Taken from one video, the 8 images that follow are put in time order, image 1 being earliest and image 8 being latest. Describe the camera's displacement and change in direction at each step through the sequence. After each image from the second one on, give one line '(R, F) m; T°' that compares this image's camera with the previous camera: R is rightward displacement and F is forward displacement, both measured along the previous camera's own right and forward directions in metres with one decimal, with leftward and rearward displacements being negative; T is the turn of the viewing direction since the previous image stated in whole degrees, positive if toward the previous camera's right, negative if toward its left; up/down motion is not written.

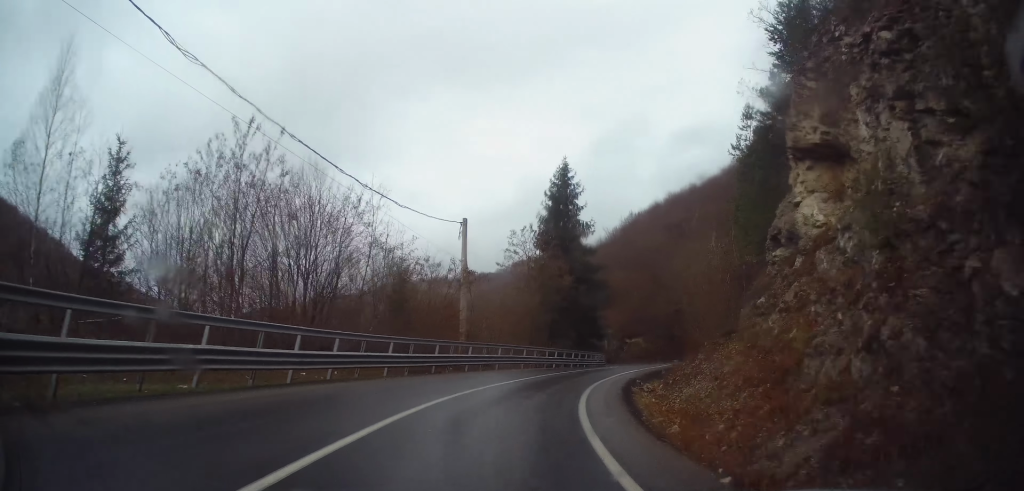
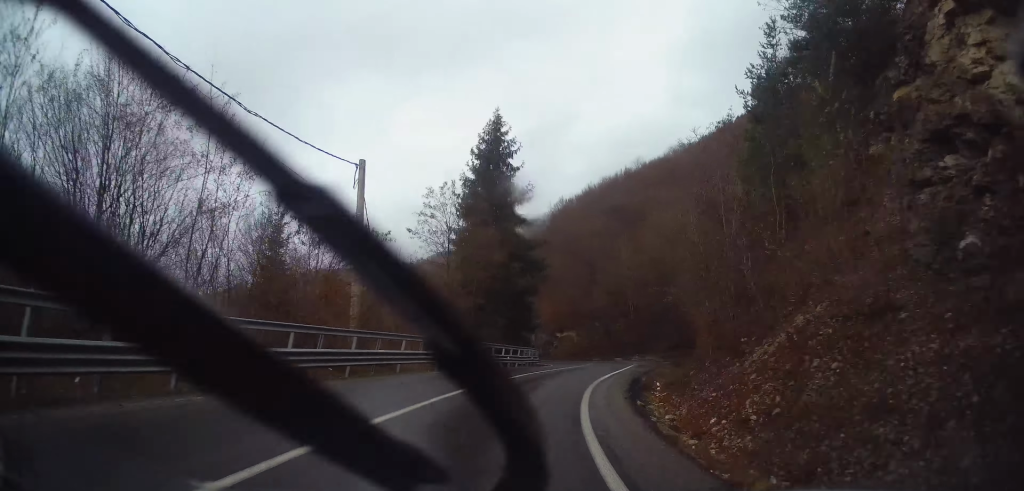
(+0.3, +9.9) m; +7°
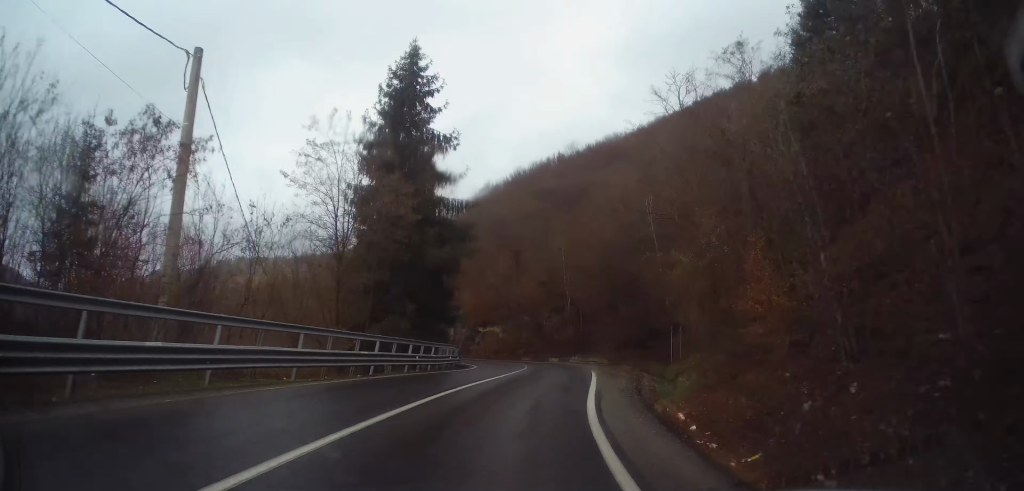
(+1.0, +9.7) m; +7°
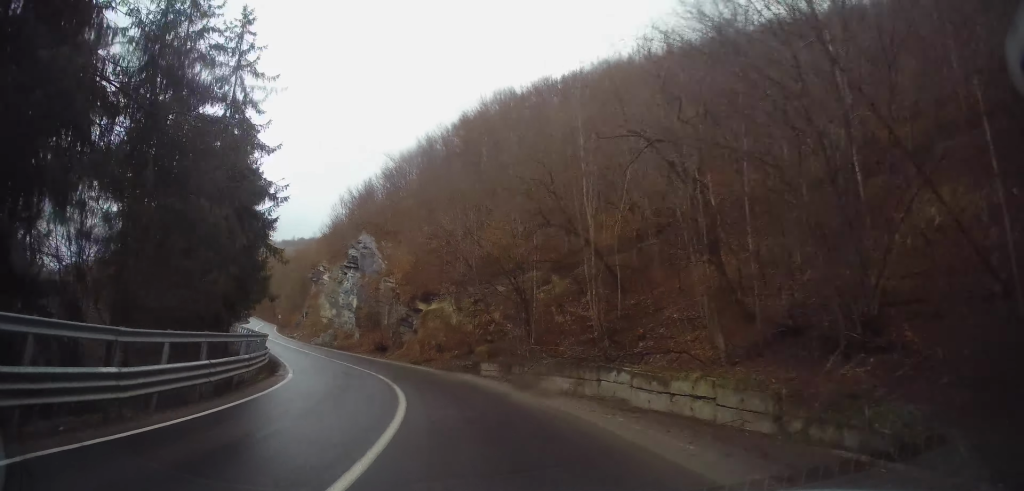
(+2.5, +33.2) m; -2°
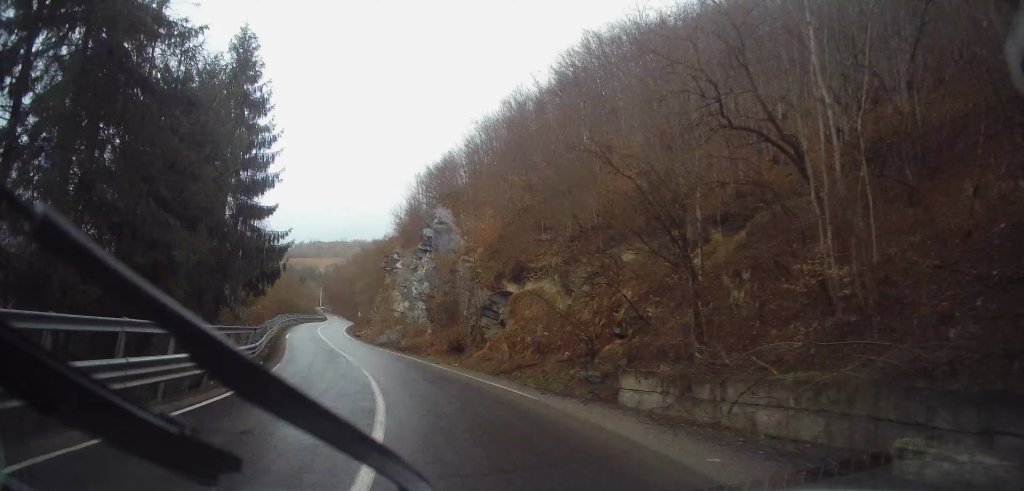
(-1.0, +12.8) m; -9°
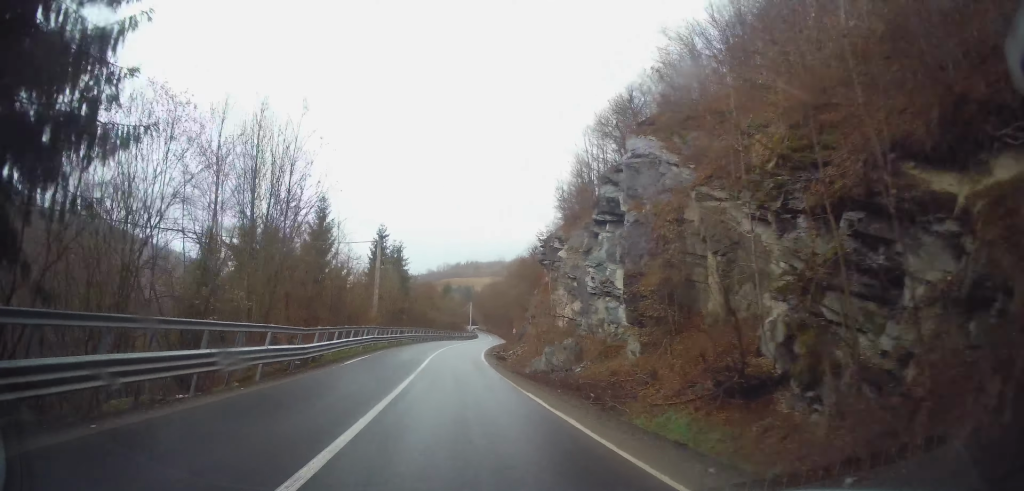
(-2.7, +21.7) m; -14°
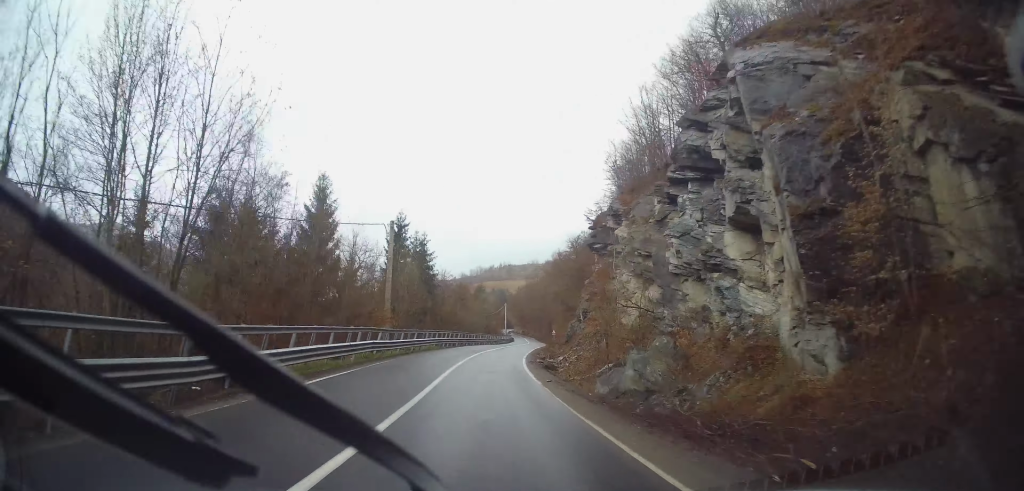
(-0.7, +10.0) m; -3°
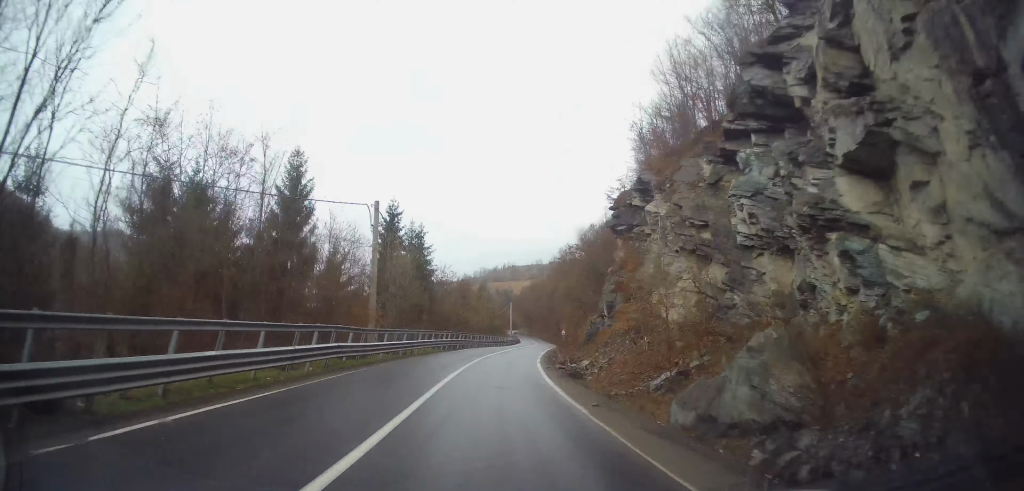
(-0.2, +6.7) m; -2°
